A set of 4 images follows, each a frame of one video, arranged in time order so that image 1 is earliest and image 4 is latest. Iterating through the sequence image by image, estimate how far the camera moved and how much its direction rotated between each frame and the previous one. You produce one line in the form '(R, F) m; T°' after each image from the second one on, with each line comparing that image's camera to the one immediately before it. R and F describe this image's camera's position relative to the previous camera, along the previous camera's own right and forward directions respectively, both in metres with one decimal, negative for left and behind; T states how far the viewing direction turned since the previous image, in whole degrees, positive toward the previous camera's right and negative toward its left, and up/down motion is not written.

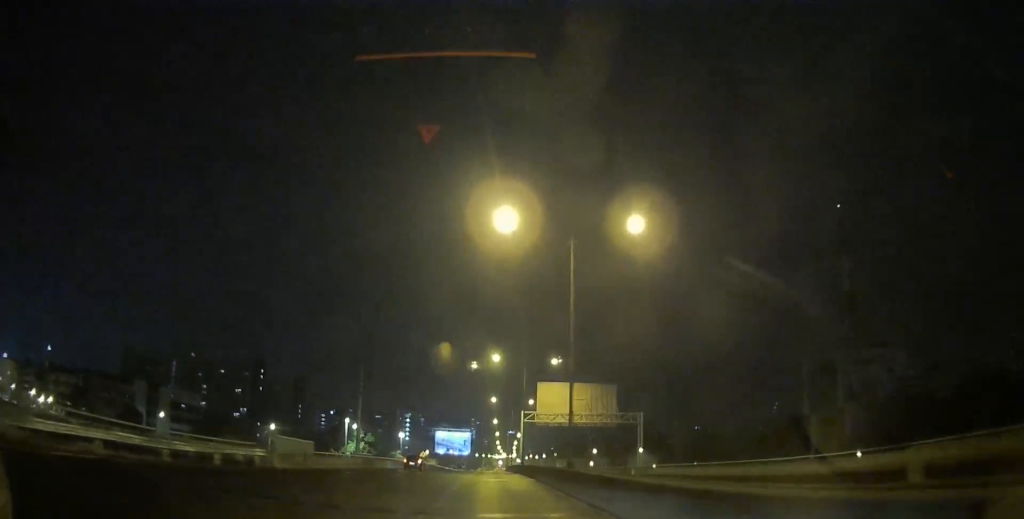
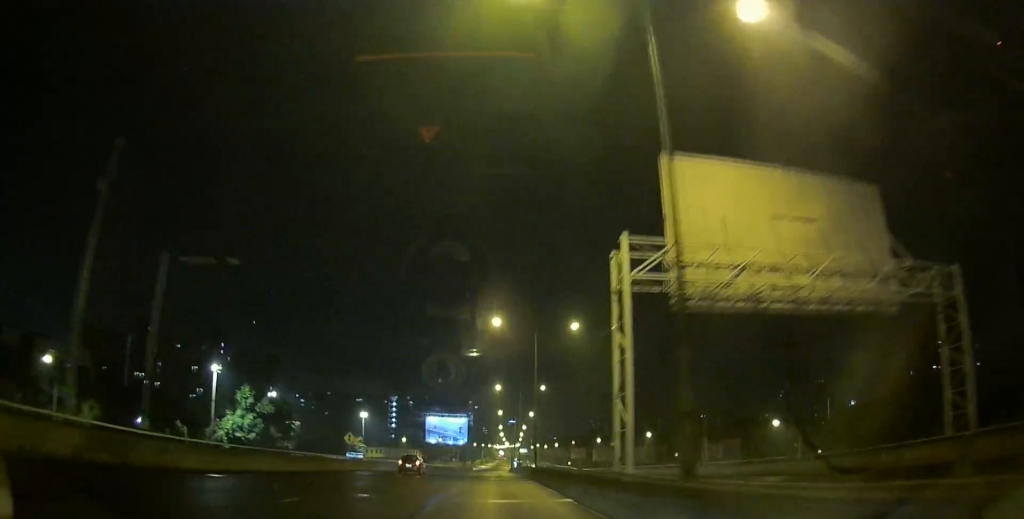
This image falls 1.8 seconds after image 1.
(+0.2, +51.5) m; +1°
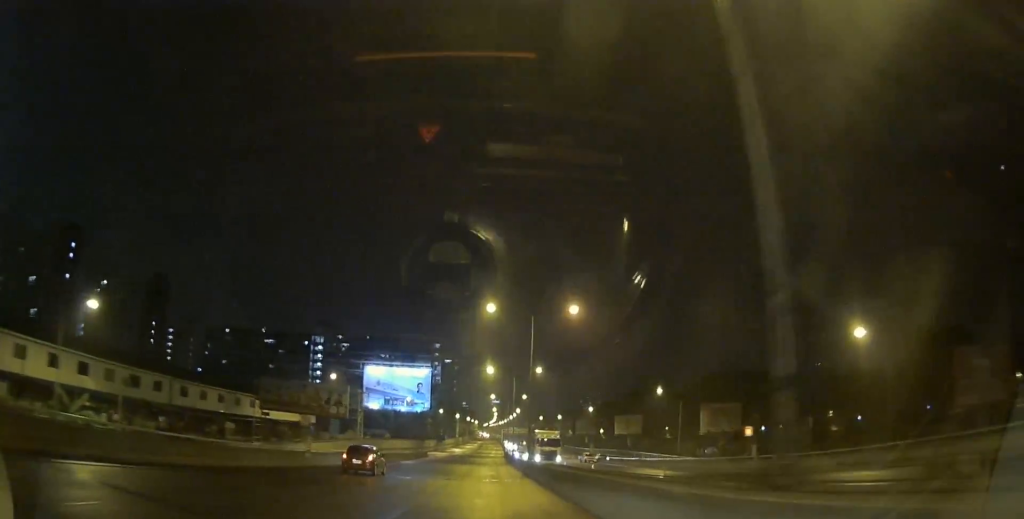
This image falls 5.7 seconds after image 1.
(+1.1, +110.3) m; +1°
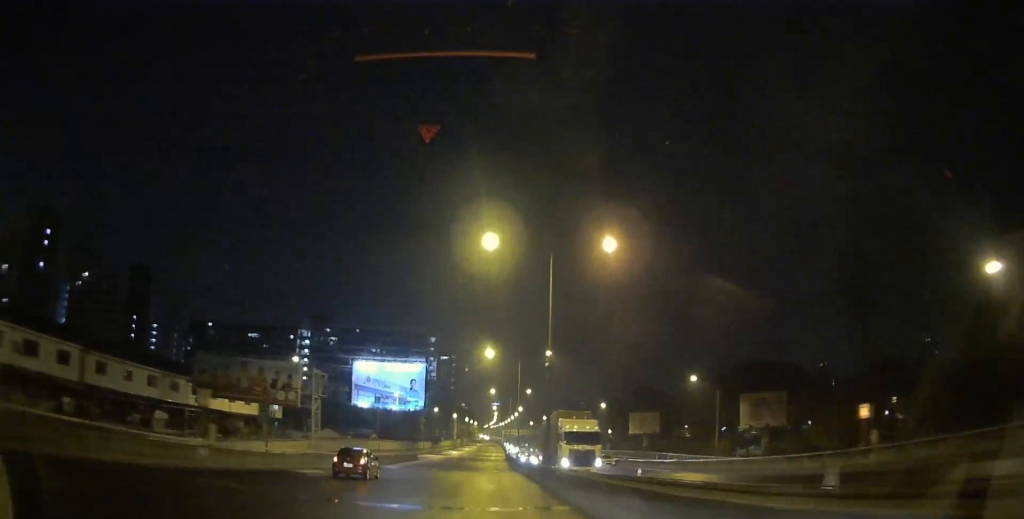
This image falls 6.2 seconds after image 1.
(+0.1, +14.1) m; 0°
